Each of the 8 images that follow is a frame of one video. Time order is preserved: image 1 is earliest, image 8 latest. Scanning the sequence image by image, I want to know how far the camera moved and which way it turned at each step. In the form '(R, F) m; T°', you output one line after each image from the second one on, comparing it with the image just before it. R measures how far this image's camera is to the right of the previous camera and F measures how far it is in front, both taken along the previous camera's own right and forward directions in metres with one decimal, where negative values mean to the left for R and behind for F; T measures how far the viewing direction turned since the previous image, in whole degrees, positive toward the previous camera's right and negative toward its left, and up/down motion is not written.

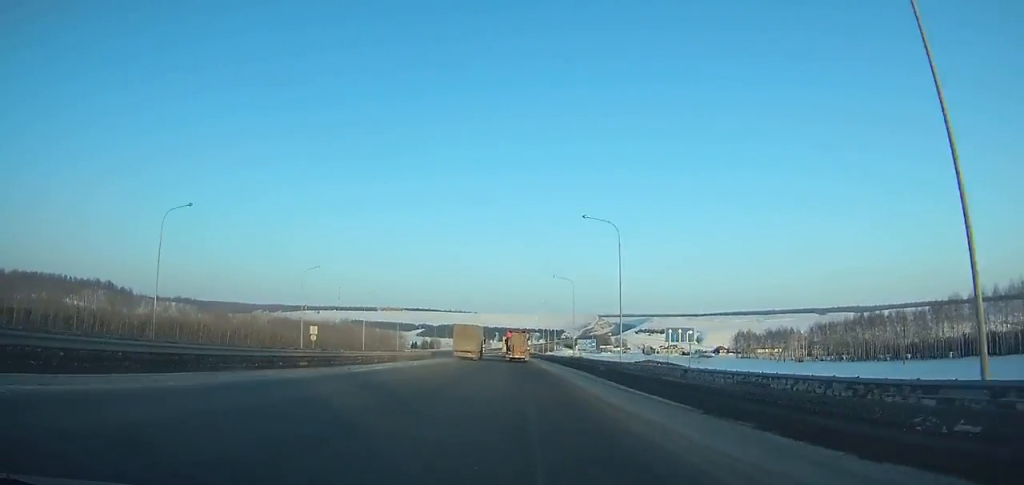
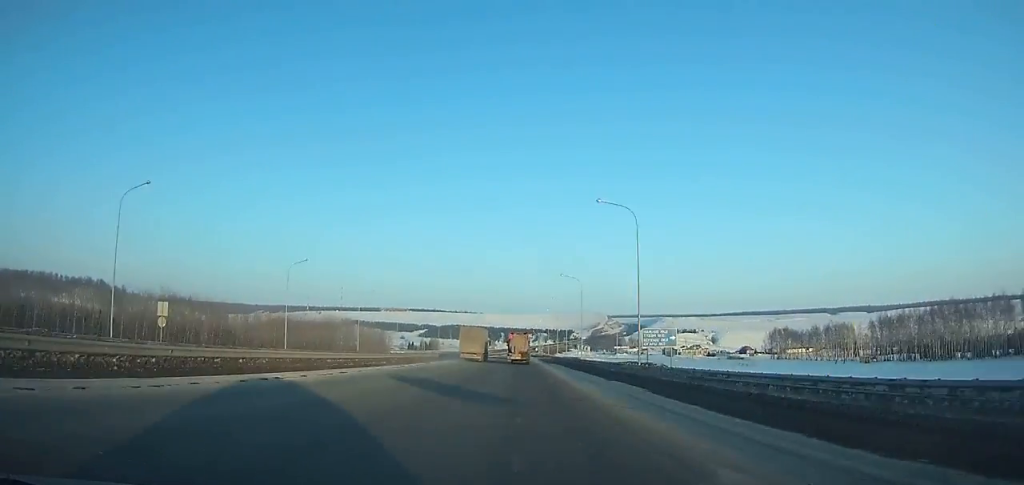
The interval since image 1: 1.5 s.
(-0.1, +42.3) m; 0°
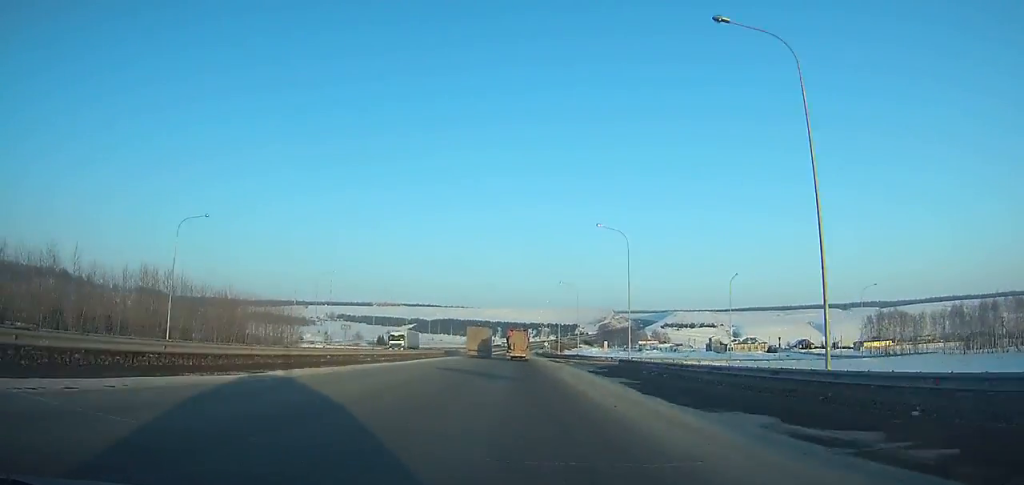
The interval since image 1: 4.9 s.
(-0.2, +95.9) m; 0°
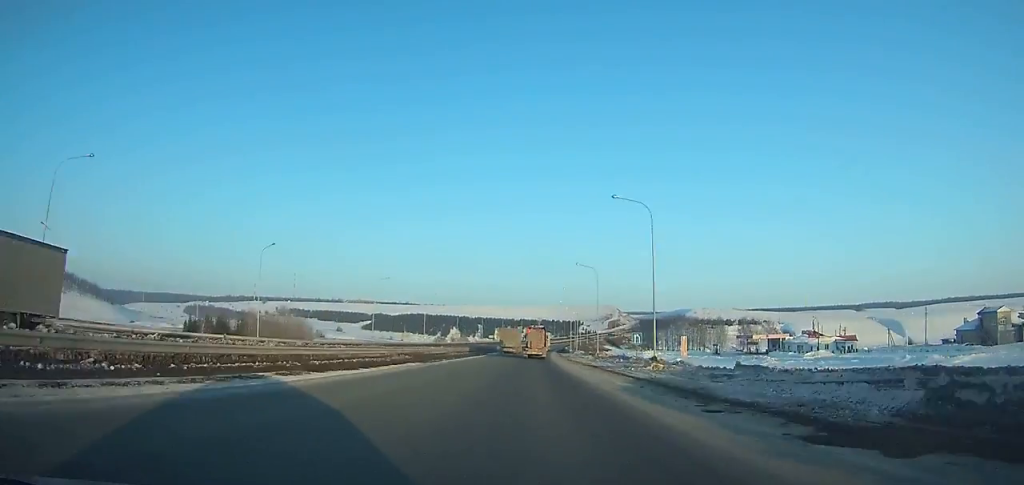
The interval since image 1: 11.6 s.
(+2.5, +189.9) m; +3°
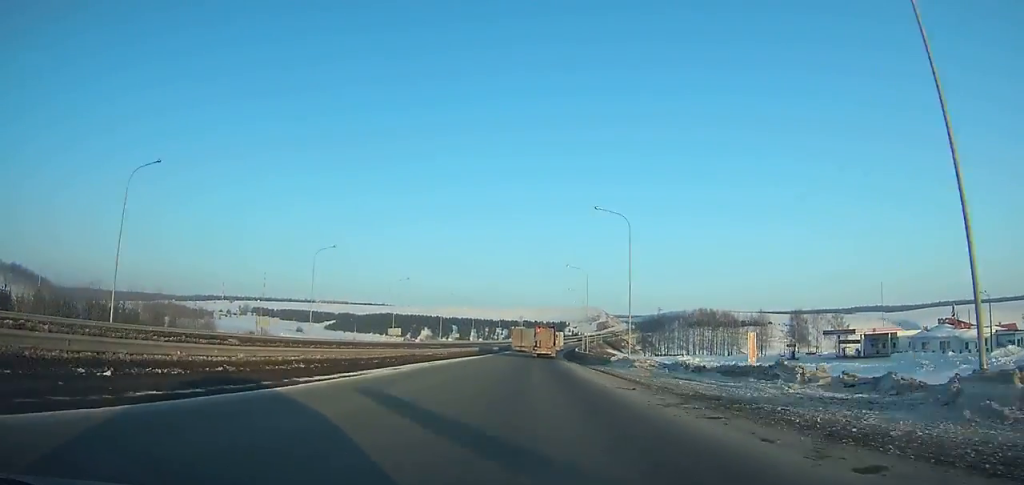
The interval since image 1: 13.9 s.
(+1.2, +65.6) m; +3°
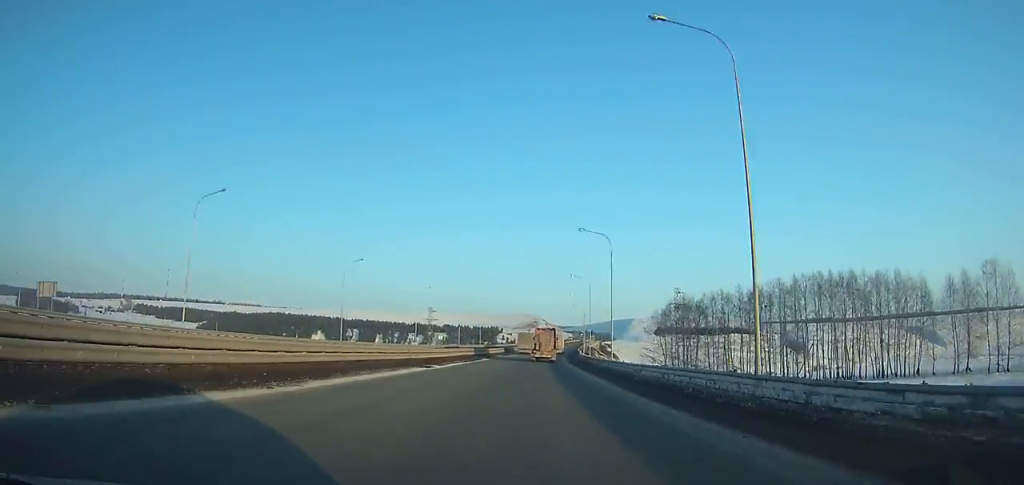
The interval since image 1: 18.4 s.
(+6.8, +129.1) m; +7°
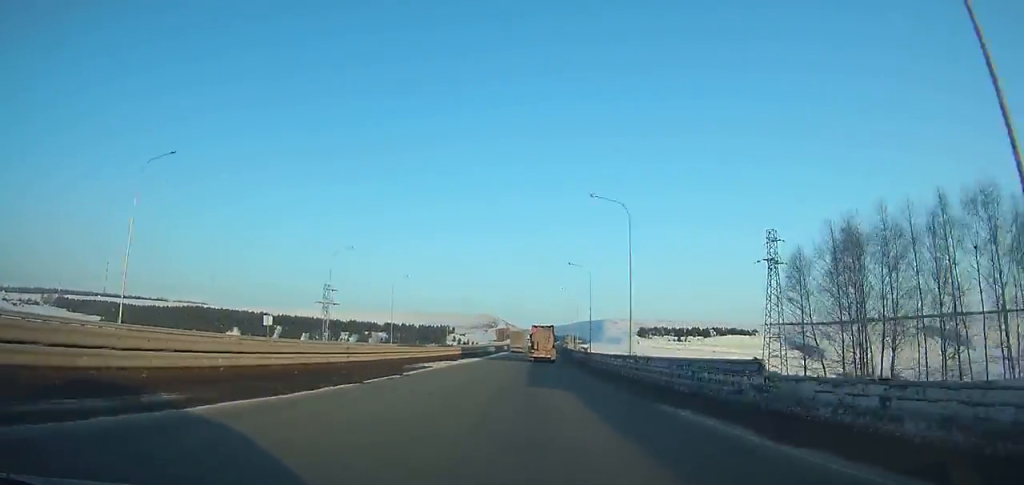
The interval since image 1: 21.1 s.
(+2.8, +78.1) m; +3°
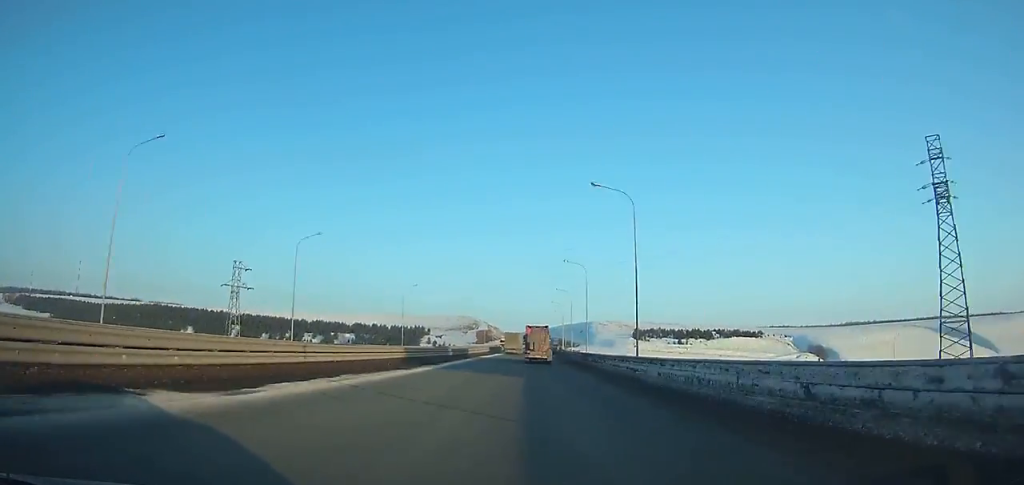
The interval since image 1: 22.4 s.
(+0.6, +37.8) m; +1°
